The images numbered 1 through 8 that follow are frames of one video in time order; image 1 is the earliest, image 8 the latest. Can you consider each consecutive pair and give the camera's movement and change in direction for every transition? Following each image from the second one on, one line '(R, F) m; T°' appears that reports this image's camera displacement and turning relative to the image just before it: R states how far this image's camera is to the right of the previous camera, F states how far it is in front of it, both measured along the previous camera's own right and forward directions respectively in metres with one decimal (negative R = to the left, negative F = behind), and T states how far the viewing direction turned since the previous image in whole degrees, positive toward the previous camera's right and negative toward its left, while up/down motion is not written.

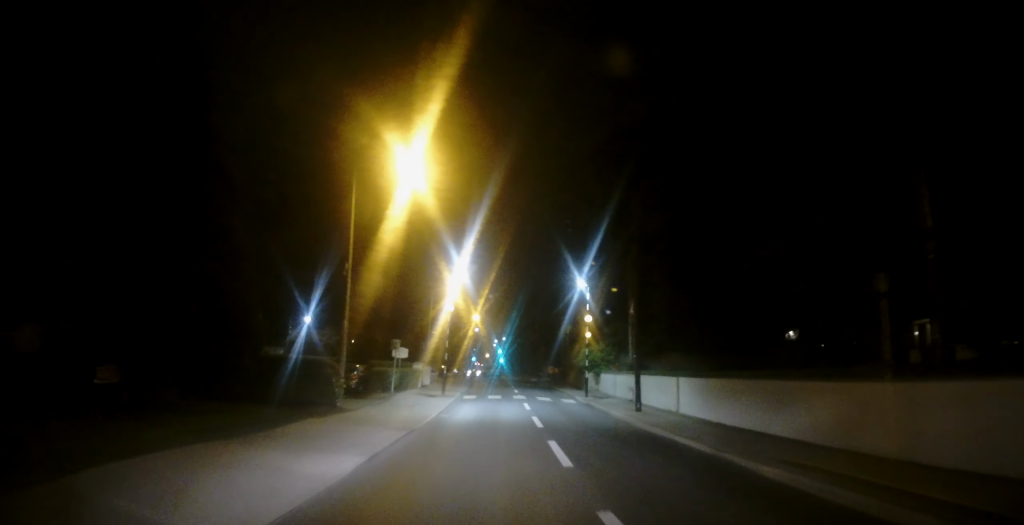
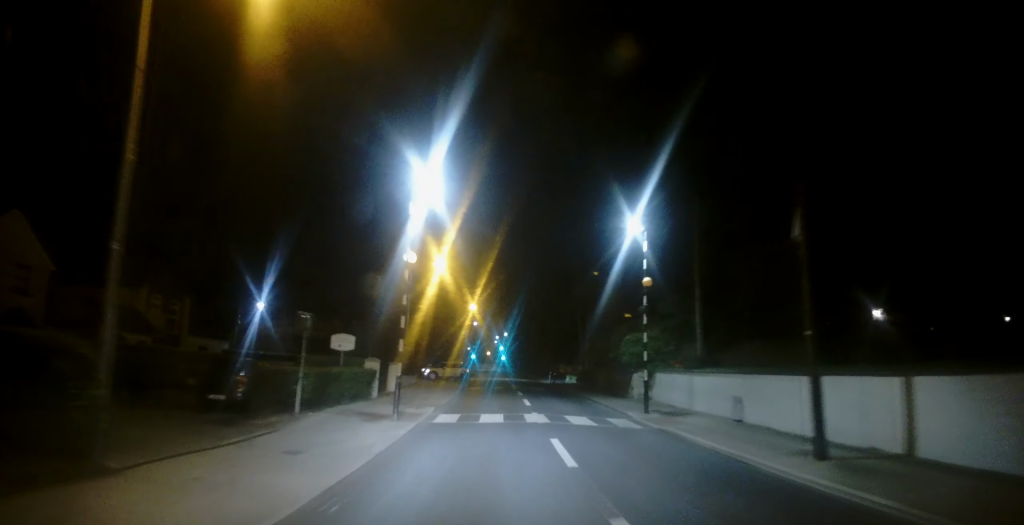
(+1.0, +13.0) m; +2°
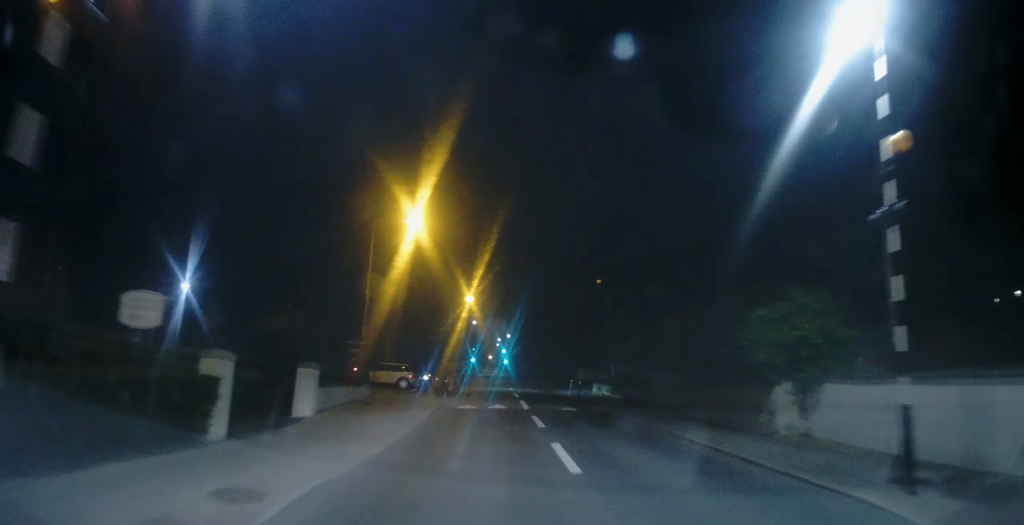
(-0.5, +13.4) m; -2°
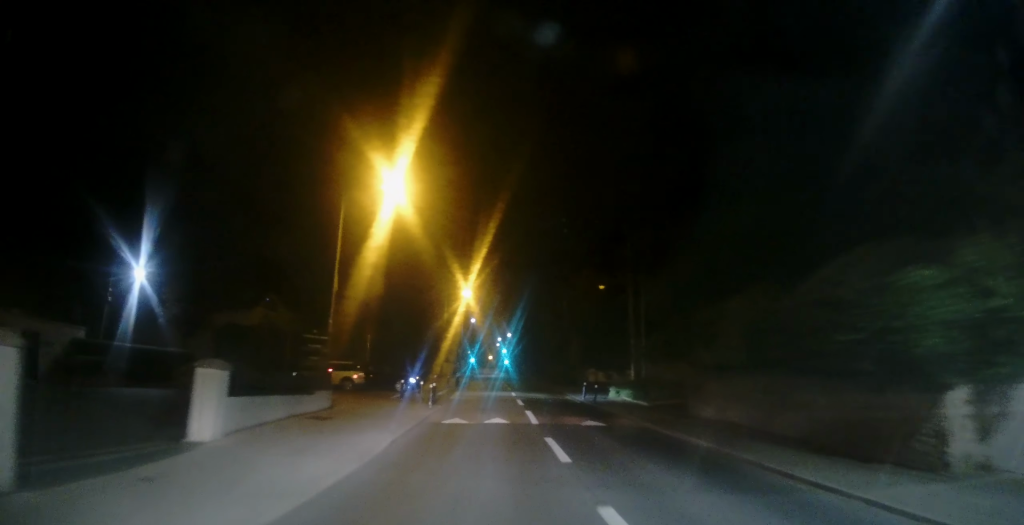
(0.0, +5.5) m; 0°
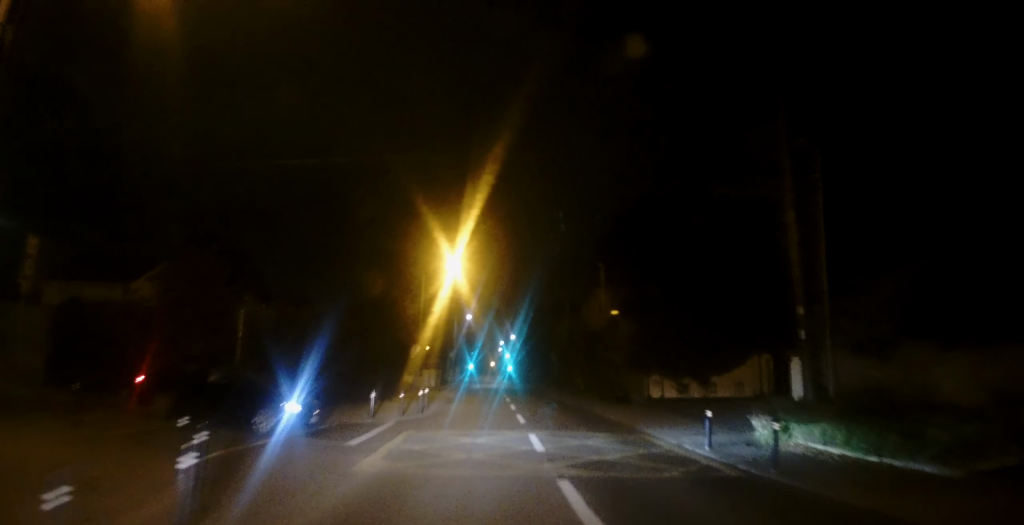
(+0.2, +17.8) m; +1°
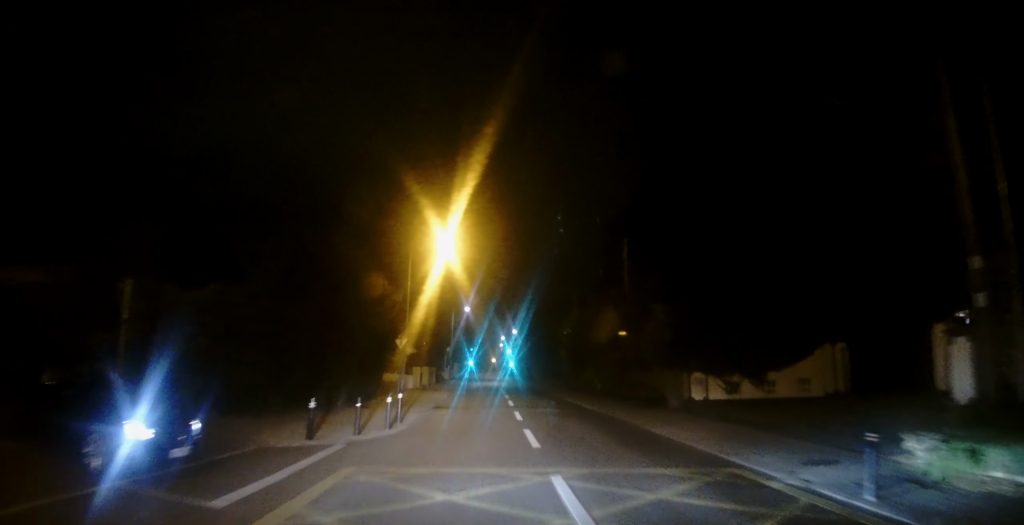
(0.0, +6.0) m; 0°
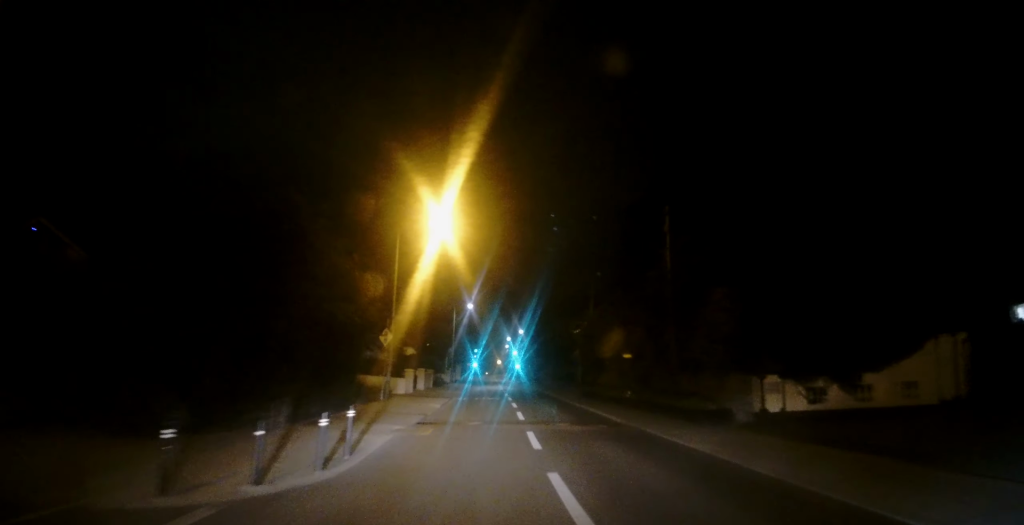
(0.0, +5.7) m; -3°
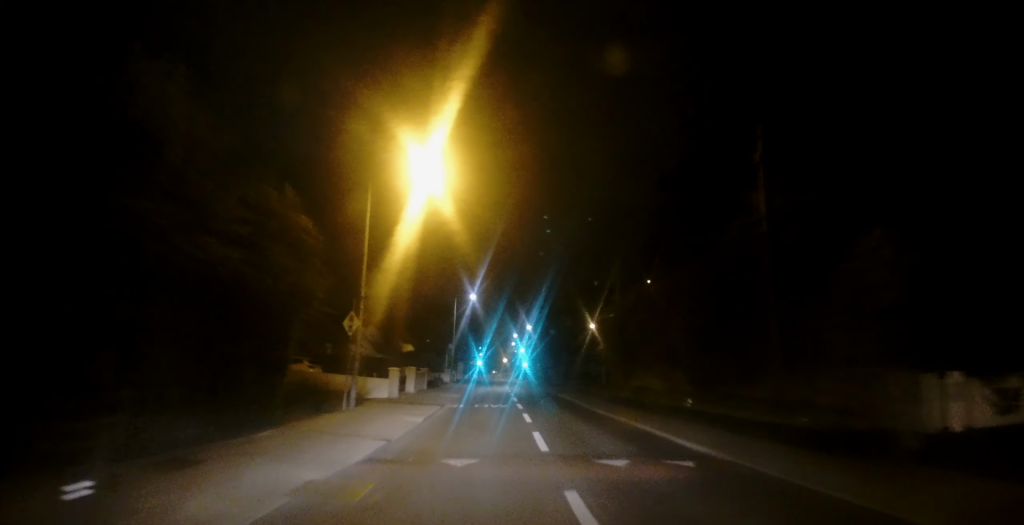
(-0.4, +7.0) m; -1°
